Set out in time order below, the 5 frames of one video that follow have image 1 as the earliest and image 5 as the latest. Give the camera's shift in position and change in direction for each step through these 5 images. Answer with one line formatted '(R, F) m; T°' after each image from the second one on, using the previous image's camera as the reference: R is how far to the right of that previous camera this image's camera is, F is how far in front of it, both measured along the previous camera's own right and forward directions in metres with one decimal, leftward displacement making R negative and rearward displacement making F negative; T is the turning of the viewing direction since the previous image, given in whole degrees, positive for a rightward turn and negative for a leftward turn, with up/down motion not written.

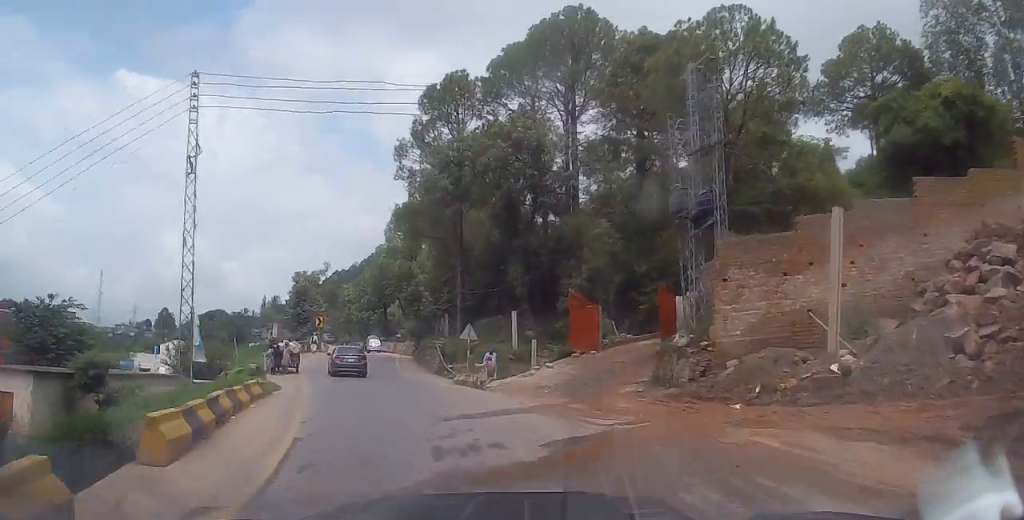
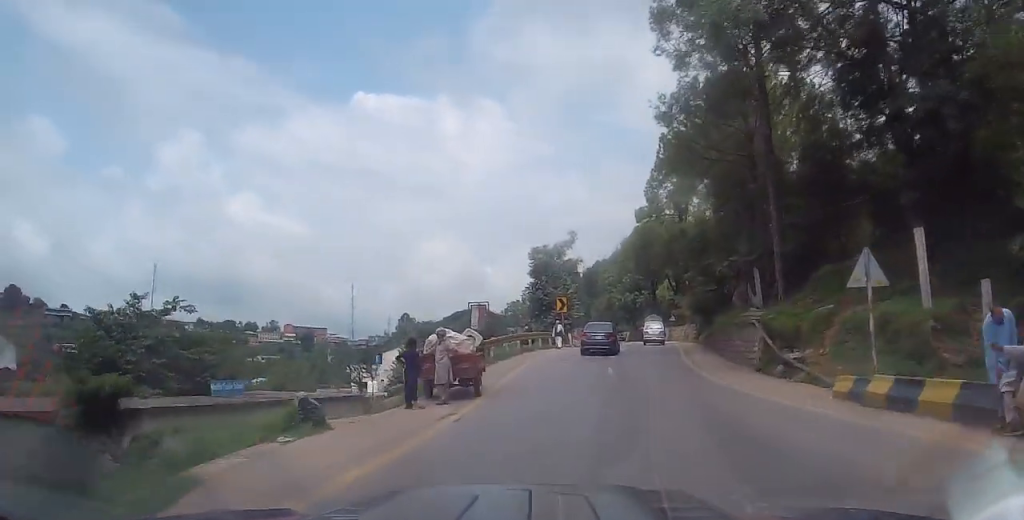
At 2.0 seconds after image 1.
(-2.5, +17.6) m; -15°
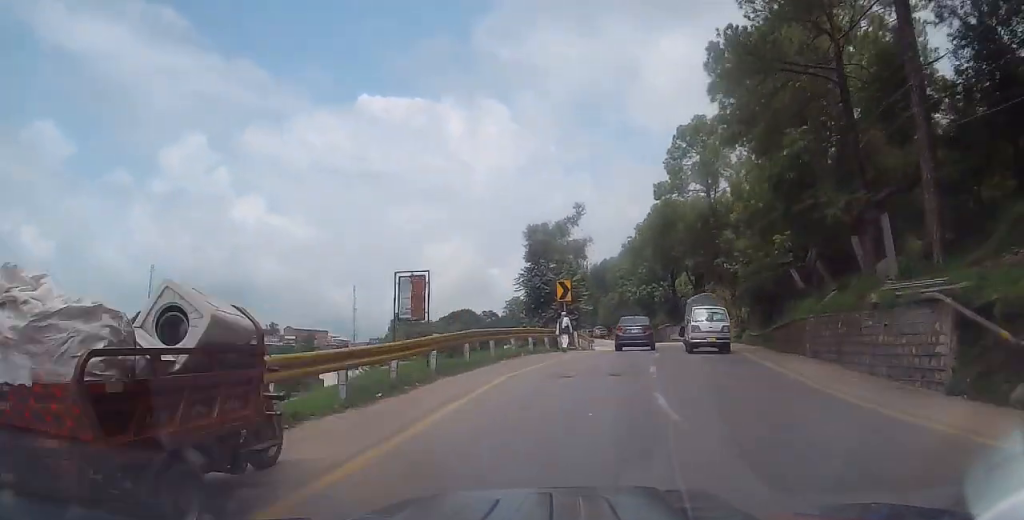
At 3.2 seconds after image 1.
(-0.3, +11.7) m; -2°
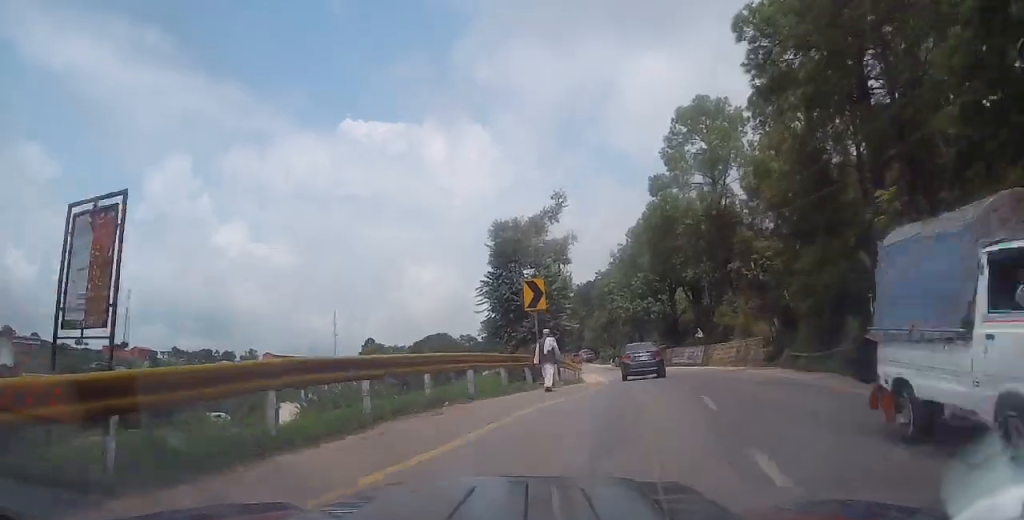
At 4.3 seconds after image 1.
(-0.2, +9.9) m; +1°
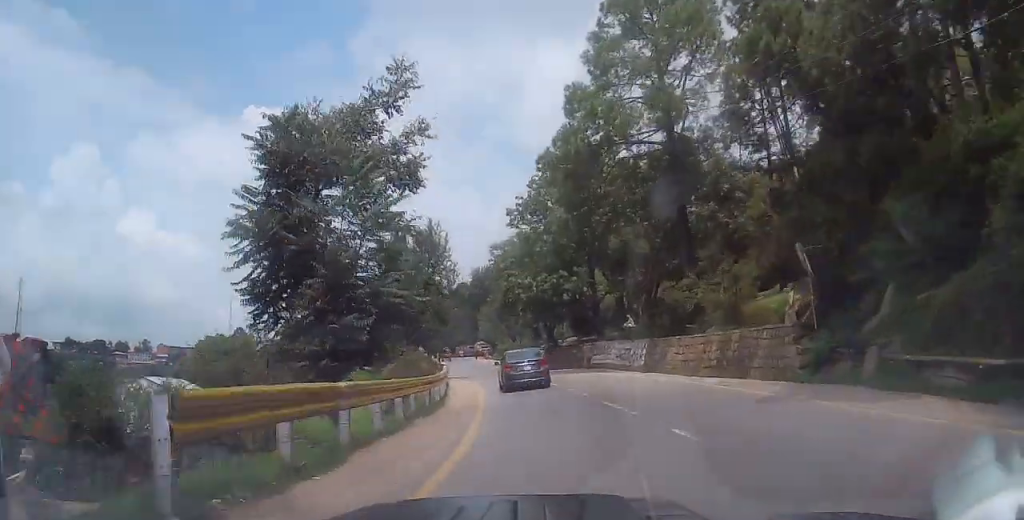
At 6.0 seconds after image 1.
(+0.7, +17.0) m; +2°
